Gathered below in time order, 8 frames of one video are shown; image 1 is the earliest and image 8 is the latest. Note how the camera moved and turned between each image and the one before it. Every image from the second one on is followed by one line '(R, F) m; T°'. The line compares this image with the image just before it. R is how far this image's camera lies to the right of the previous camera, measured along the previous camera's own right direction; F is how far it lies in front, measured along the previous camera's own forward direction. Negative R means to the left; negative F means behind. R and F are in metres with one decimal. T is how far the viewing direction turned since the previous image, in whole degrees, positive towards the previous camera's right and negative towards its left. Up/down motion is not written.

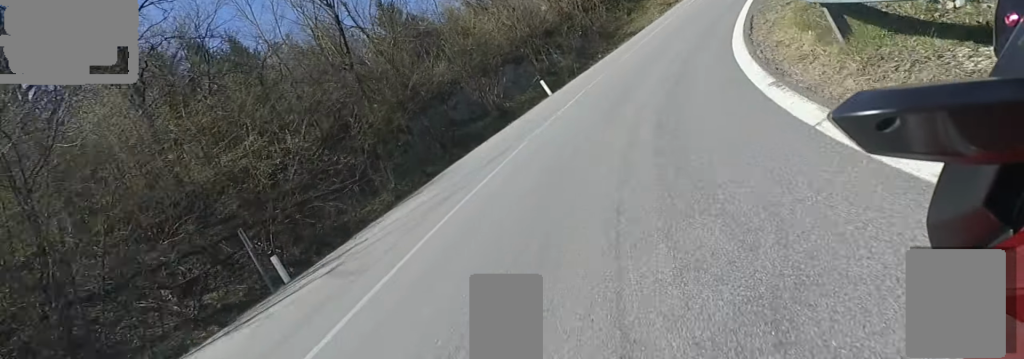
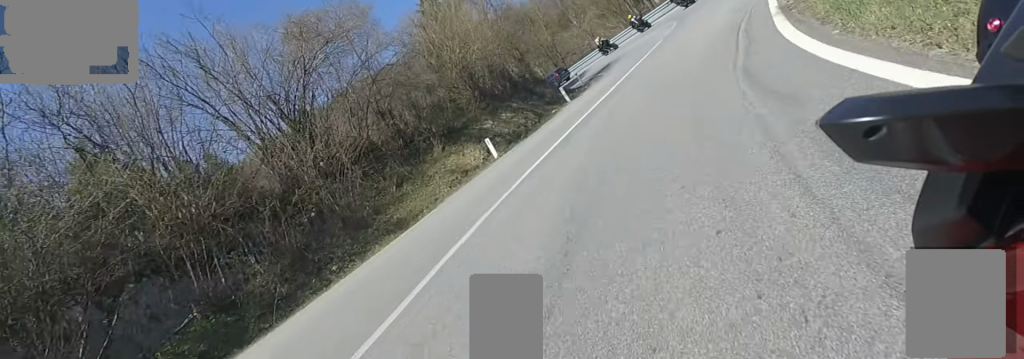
(+2.5, +10.3) m; +21°
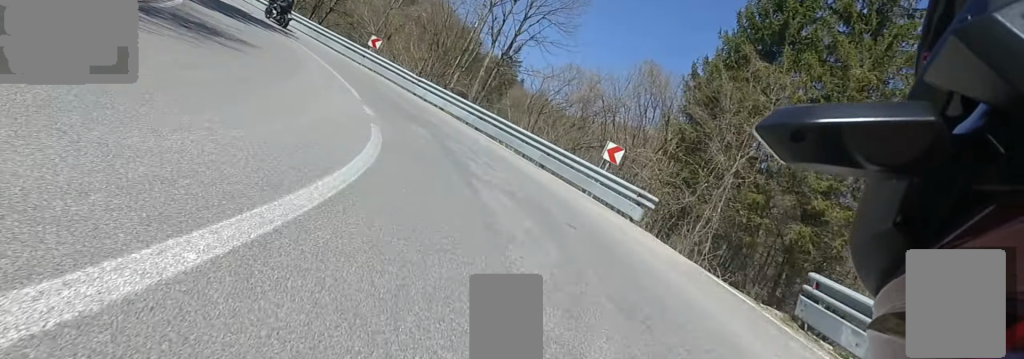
(+2.9, +22.3) m; -1°
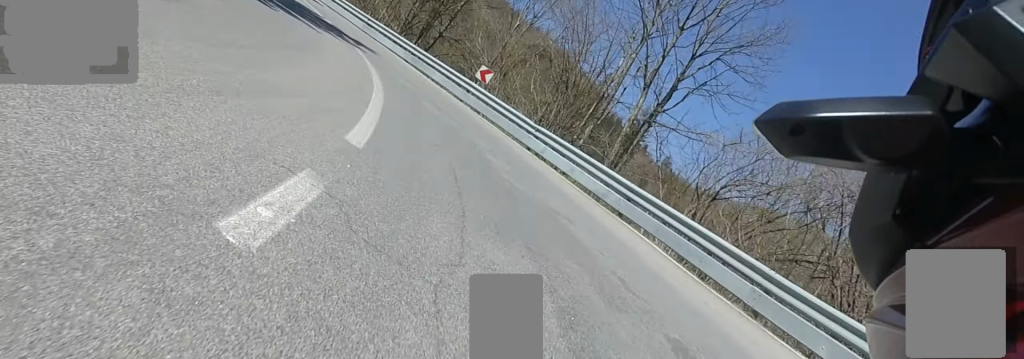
(-0.9, +7.6) m; -11°
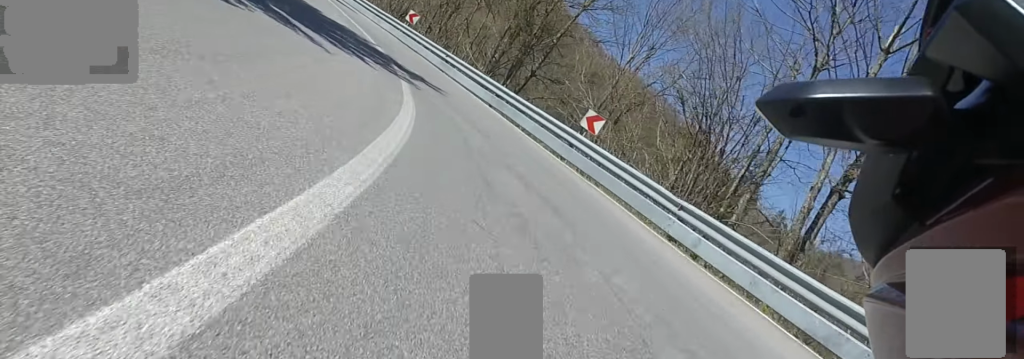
(0.0, +5.2) m; -8°
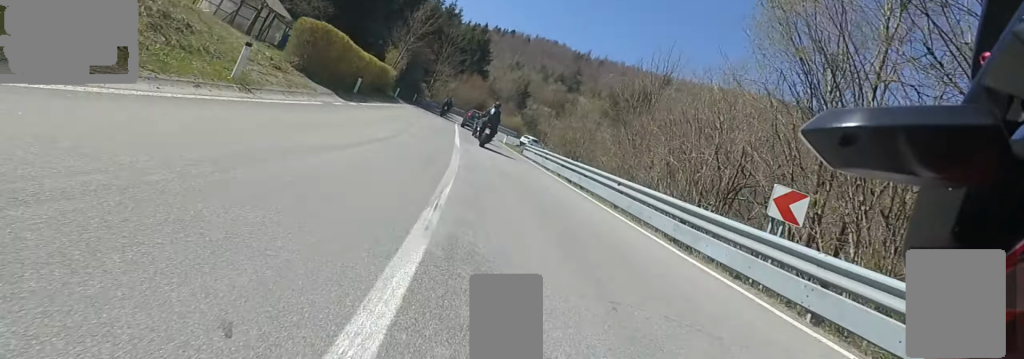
(-4.0, +15.7) m; -23°
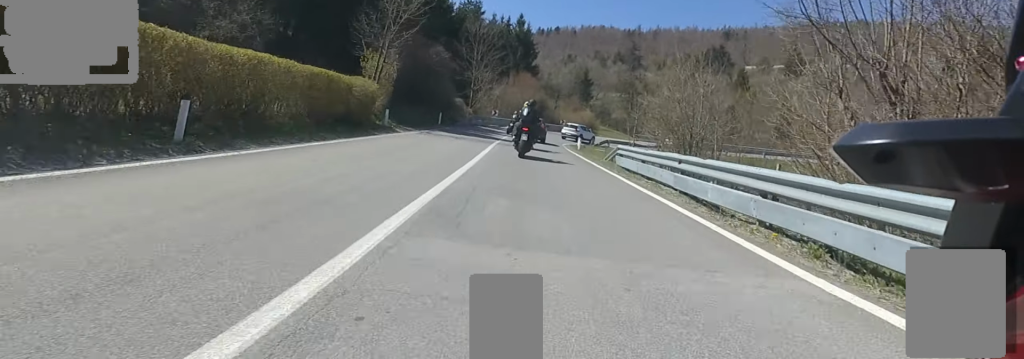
(-1.5, +12.7) m; -8°
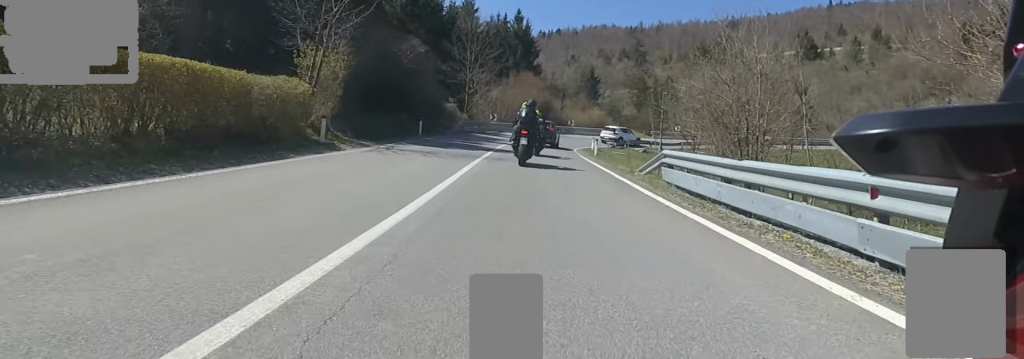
(+0.1, +6.1) m; -1°
